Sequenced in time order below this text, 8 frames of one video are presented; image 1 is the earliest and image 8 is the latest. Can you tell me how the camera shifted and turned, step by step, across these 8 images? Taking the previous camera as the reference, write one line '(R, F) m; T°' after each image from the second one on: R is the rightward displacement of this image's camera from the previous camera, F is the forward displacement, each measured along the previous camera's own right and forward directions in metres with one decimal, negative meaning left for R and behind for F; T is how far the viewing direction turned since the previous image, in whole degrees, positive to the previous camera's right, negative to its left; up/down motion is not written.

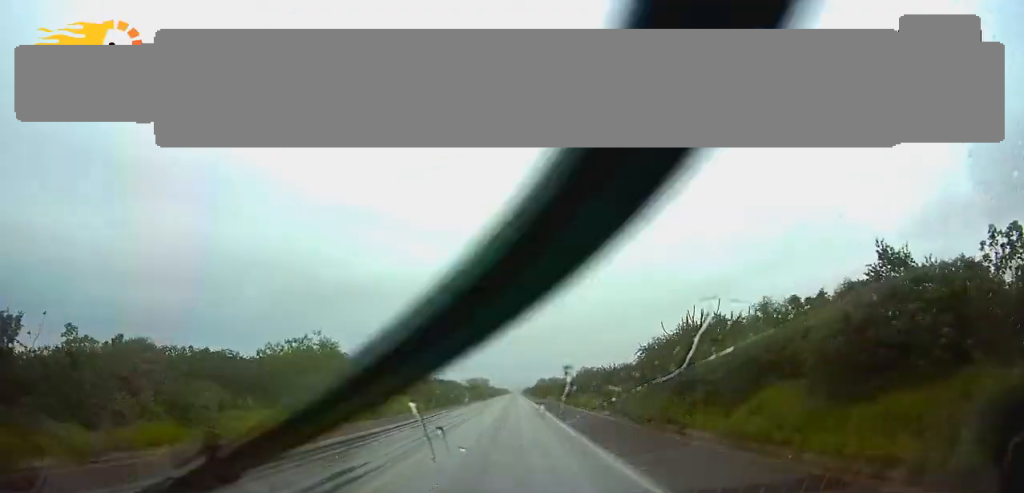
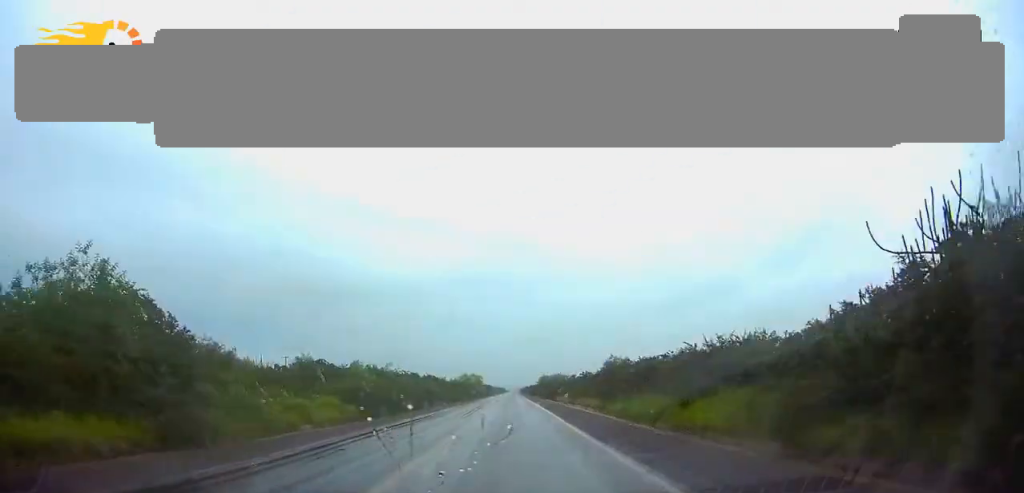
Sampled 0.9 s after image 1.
(0.0, +25.8) m; 0°
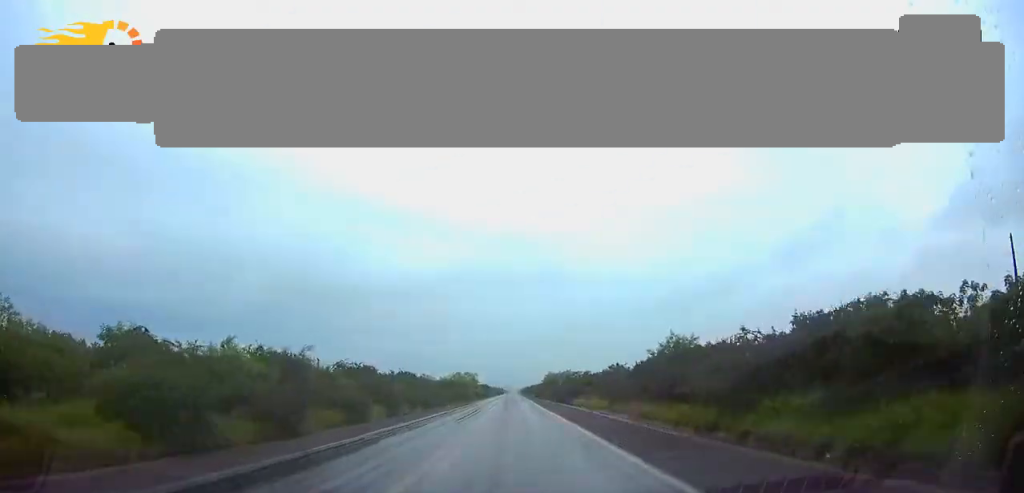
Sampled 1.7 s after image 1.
(0.0, +24.0) m; 0°
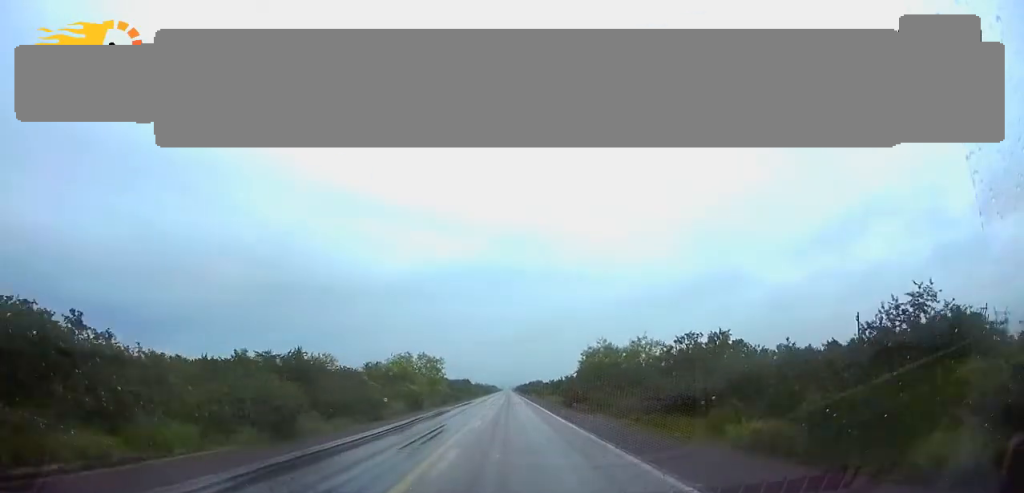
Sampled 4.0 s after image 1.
(+0.3, +72.3) m; +1°
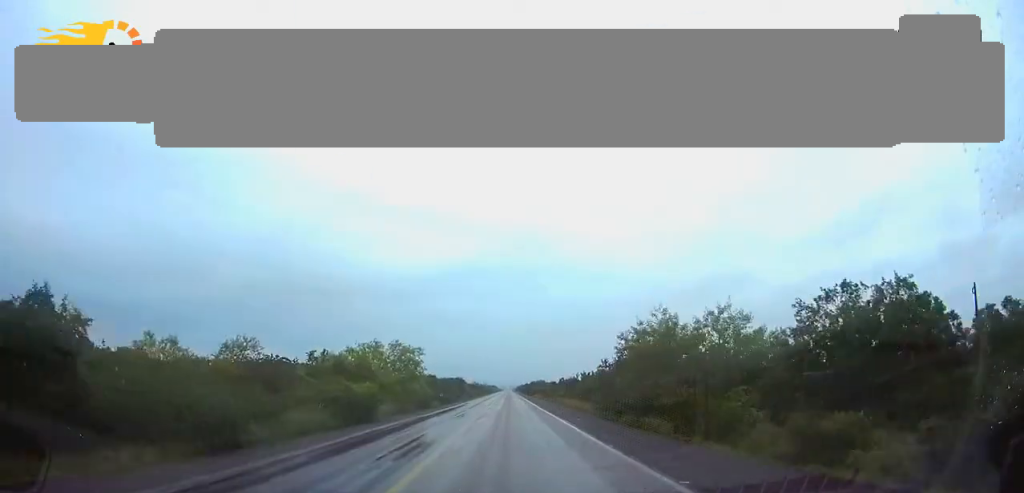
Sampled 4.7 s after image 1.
(0.0, +19.6) m; 0°
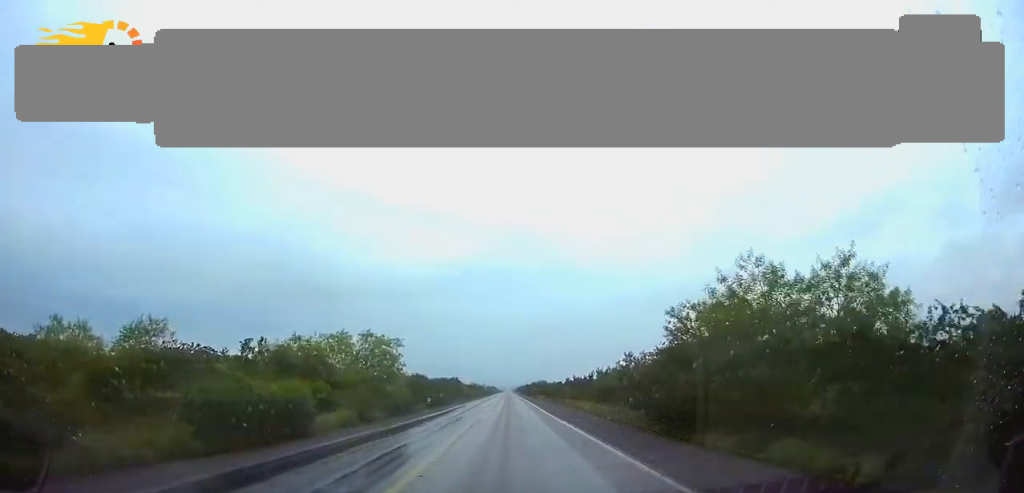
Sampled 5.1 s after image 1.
(0.0, +12.4) m; 0°
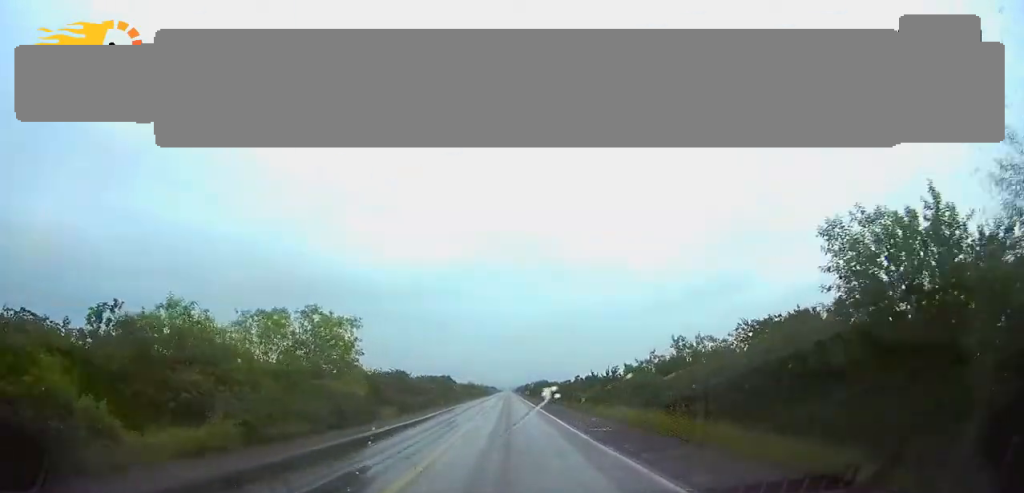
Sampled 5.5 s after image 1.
(0.0, +14.5) m; 0°
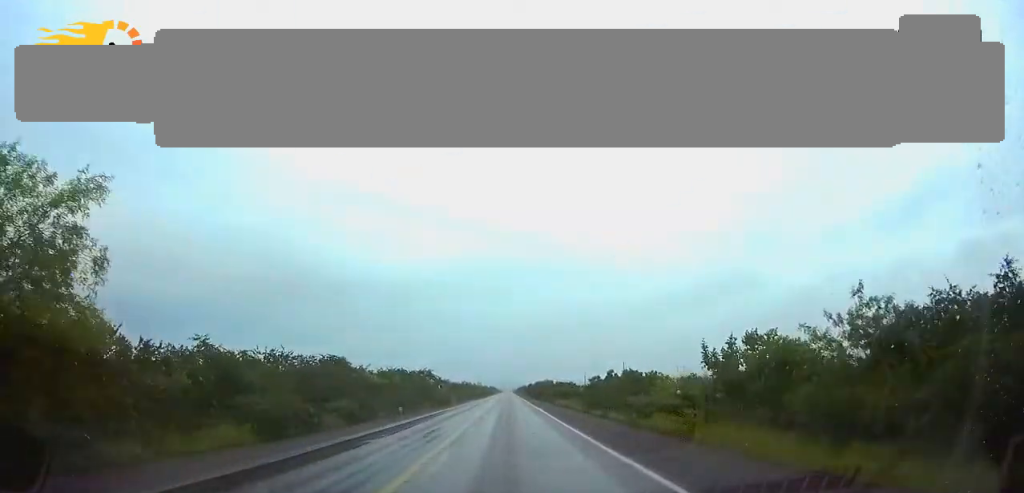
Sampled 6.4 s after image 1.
(0.0, +26.0) m; 0°
